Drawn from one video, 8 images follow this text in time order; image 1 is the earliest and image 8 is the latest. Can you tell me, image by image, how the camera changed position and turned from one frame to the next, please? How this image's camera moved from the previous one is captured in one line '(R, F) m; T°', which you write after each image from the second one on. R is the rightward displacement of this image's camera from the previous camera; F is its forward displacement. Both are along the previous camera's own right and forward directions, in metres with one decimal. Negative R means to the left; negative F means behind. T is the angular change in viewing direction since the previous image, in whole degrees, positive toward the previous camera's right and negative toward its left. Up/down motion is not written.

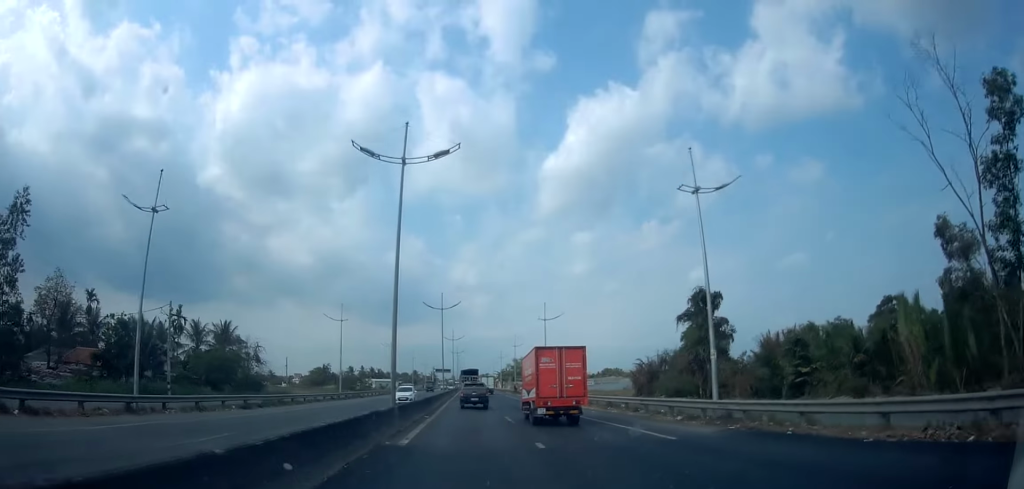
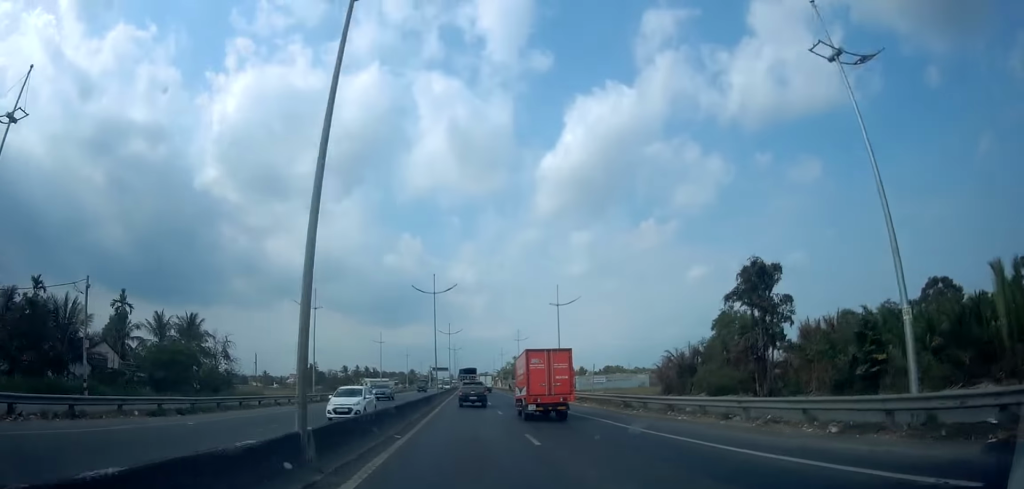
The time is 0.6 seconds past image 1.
(+0.4, +9.5) m; +2°
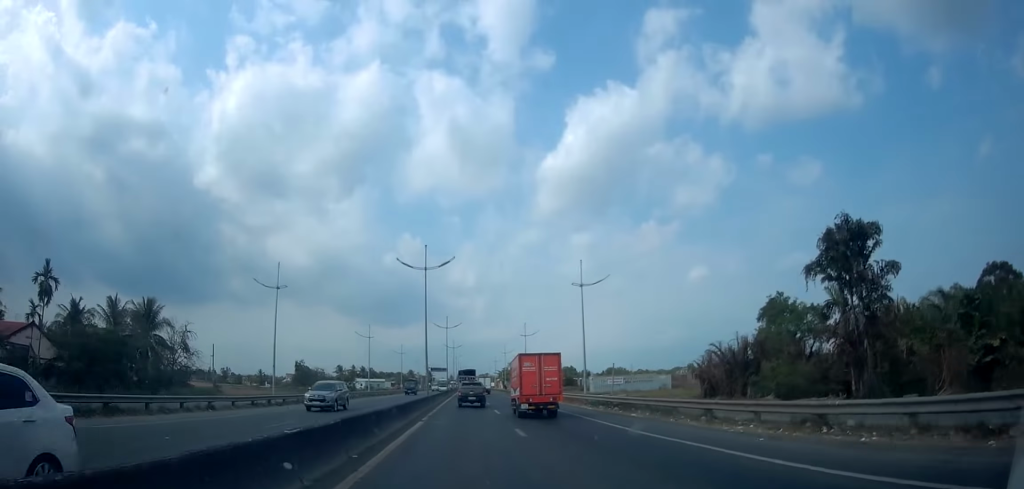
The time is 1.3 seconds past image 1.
(0.0, +9.8) m; 0°
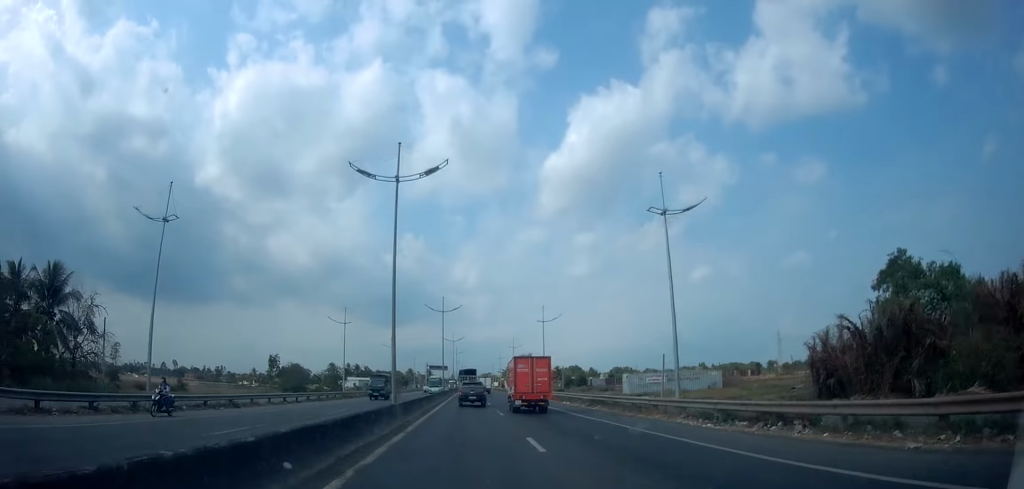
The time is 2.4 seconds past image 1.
(0.0, +16.2) m; 0°
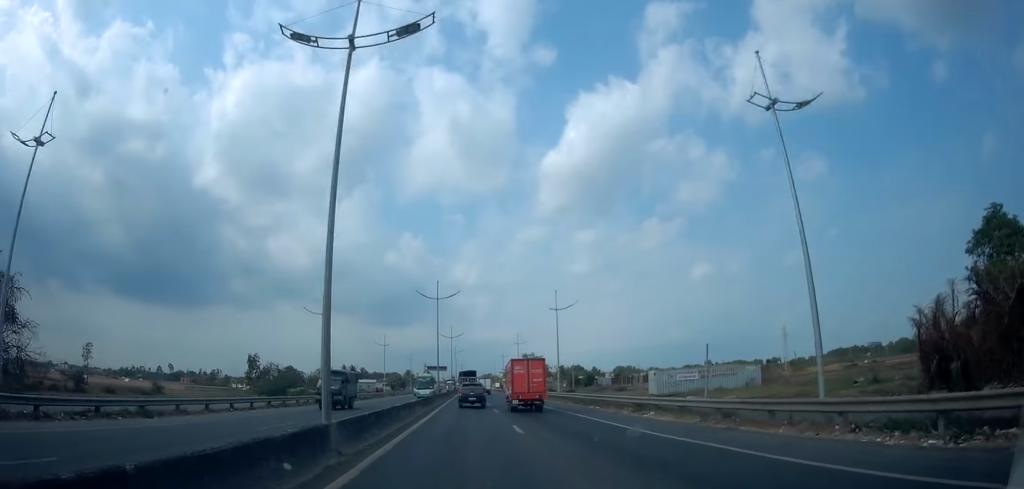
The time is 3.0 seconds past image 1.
(0.0, +9.2) m; 0°
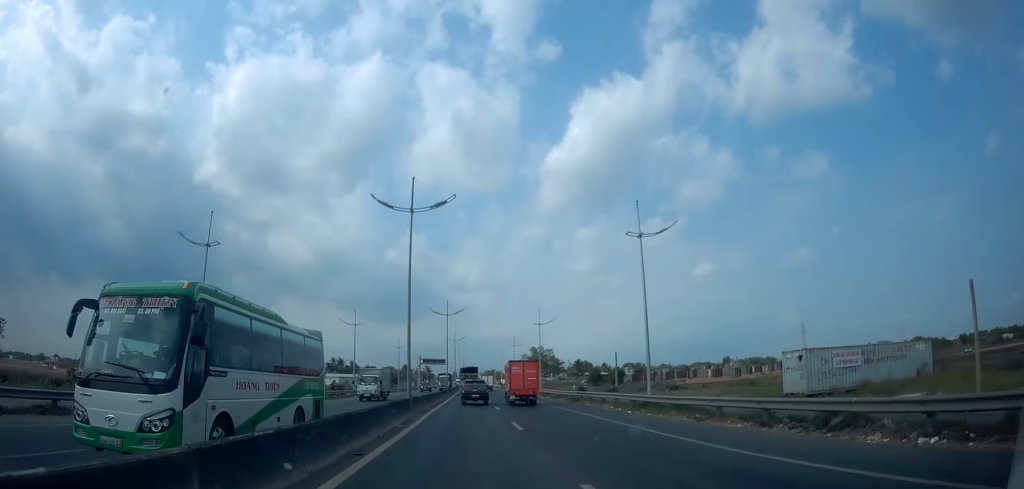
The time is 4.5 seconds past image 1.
(-0.1, +23.4) m; 0°
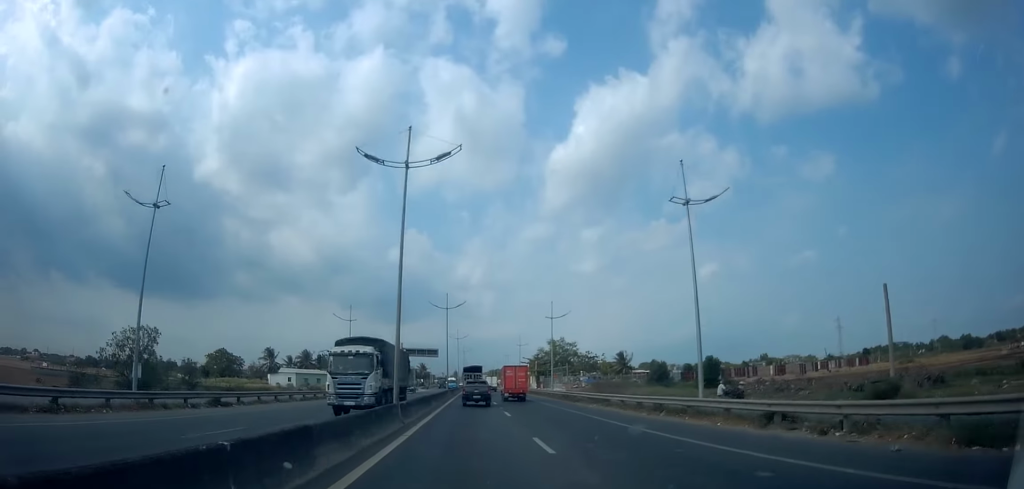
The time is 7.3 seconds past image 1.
(0.0, +43.0) m; -2°
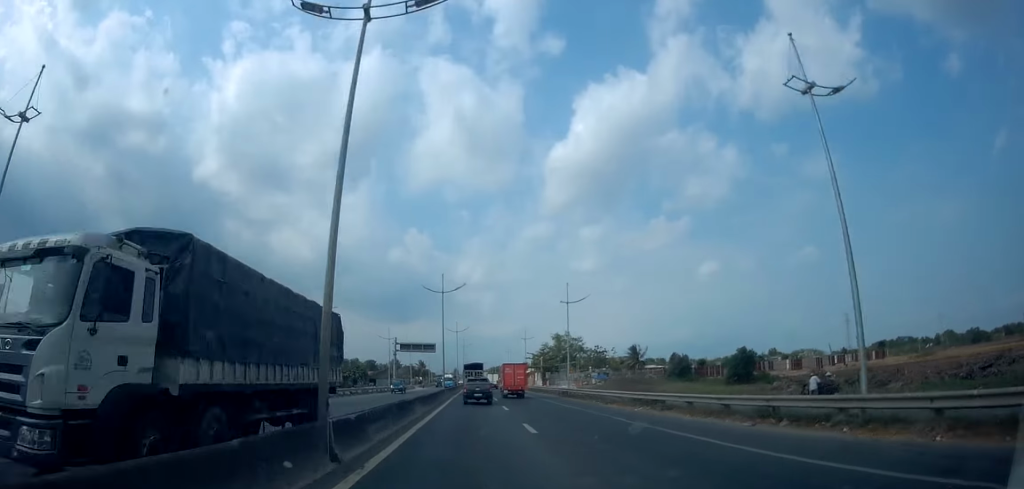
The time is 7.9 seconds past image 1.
(0.0, +8.4) m; -1°
